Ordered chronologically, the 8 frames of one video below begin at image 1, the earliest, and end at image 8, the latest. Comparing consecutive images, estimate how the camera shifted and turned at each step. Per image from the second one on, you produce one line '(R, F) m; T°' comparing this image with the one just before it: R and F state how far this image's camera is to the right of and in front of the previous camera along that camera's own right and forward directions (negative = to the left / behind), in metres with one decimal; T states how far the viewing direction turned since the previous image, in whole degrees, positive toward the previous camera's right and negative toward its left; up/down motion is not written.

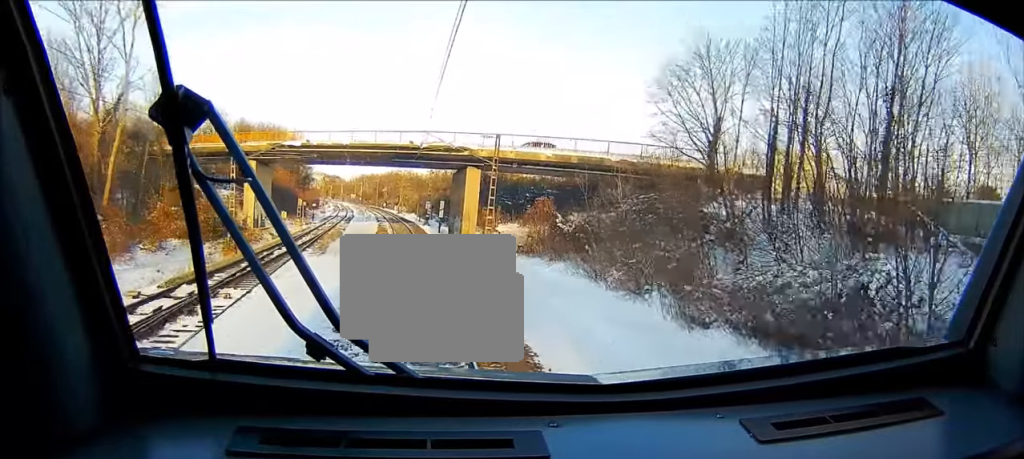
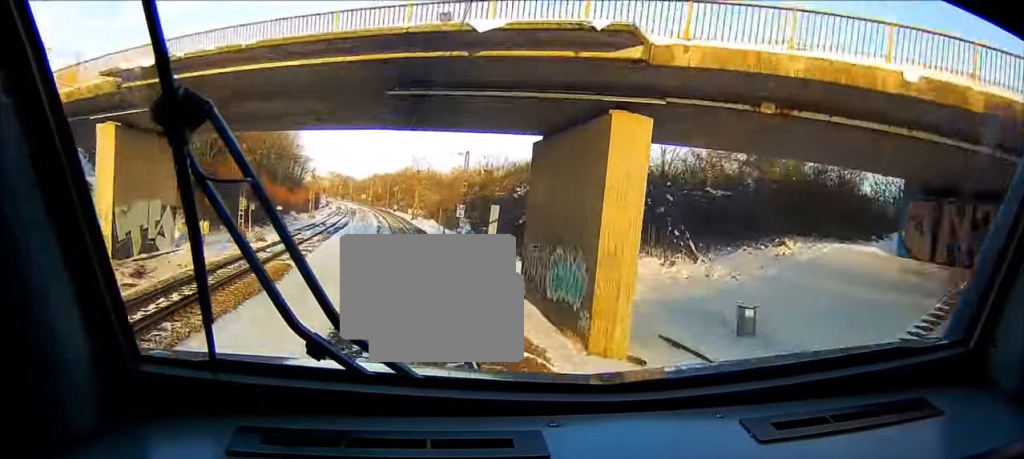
(-0.3, +33.4) m; -1°
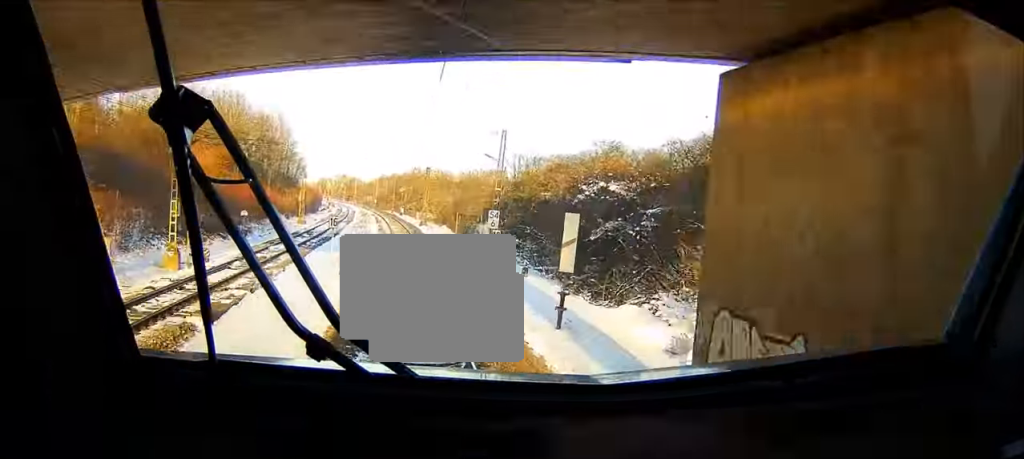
(0.0, +15.0) m; 0°
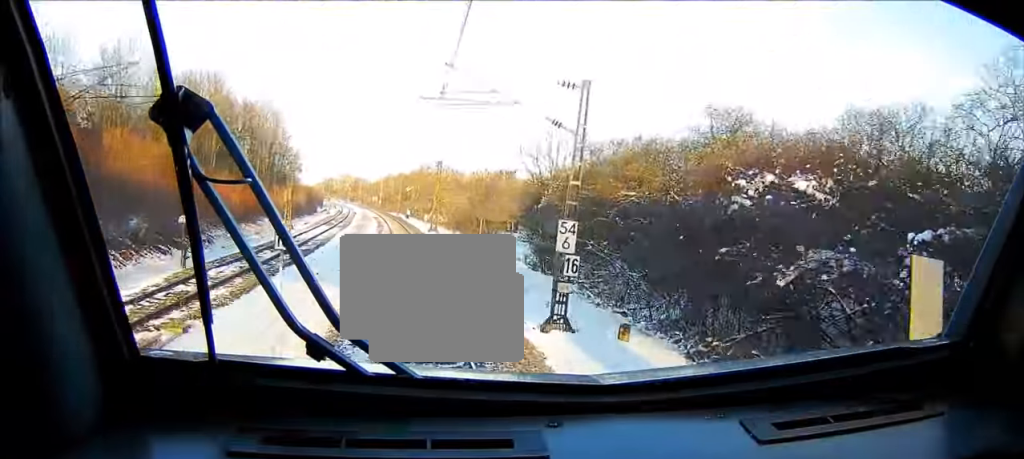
(-0.1, +13.7) m; -1°
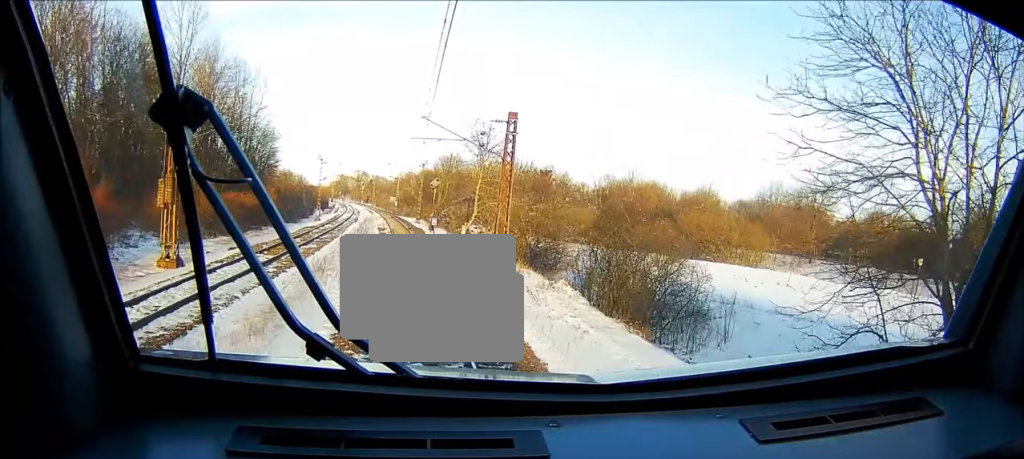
(-0.6, +39.7) m; -2°
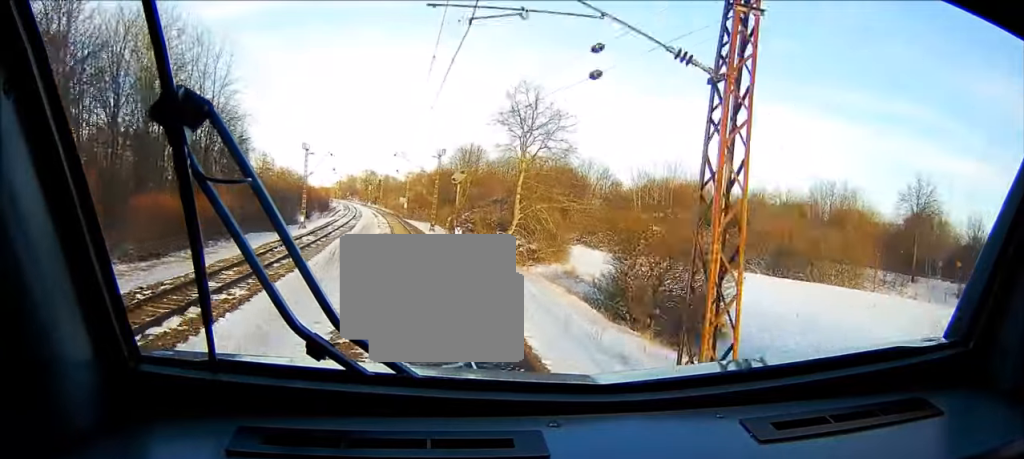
(-0.2, +20.3) m; -1°
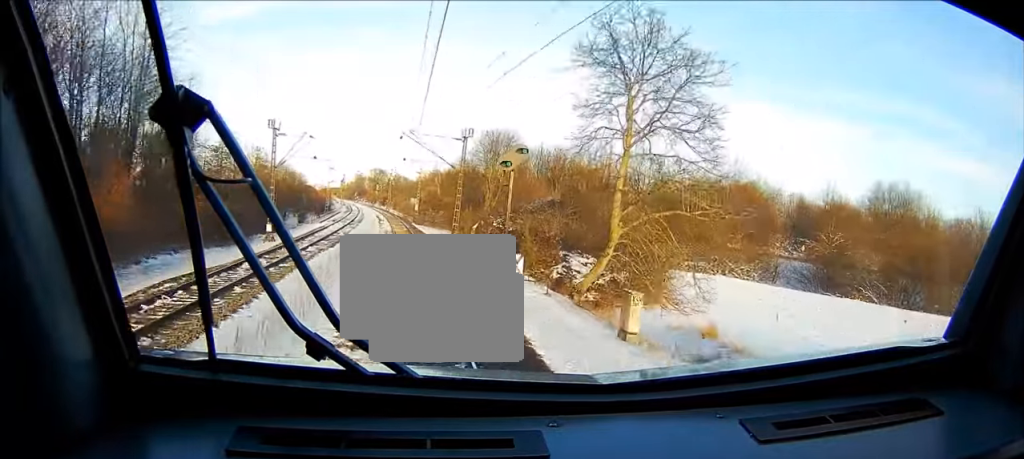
(-0.2, +21.3) m; -1°
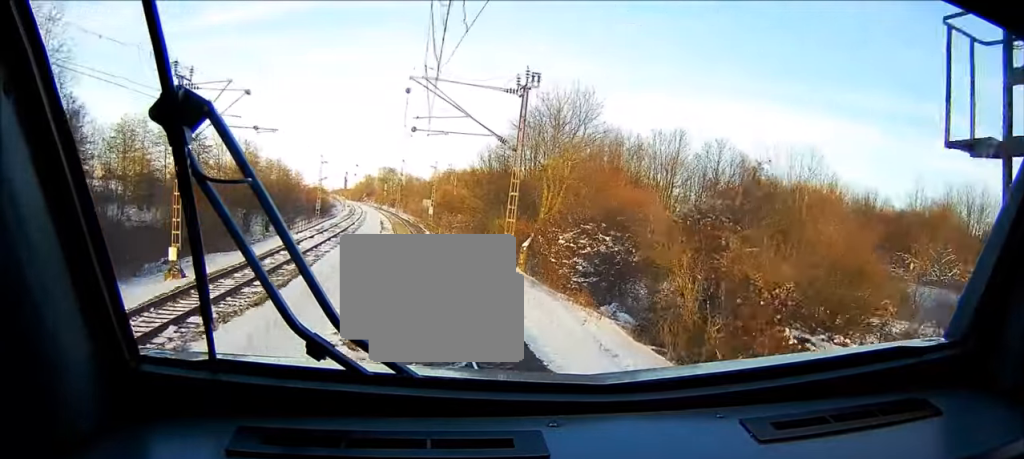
(-0.2, +22.5) m; -1°
